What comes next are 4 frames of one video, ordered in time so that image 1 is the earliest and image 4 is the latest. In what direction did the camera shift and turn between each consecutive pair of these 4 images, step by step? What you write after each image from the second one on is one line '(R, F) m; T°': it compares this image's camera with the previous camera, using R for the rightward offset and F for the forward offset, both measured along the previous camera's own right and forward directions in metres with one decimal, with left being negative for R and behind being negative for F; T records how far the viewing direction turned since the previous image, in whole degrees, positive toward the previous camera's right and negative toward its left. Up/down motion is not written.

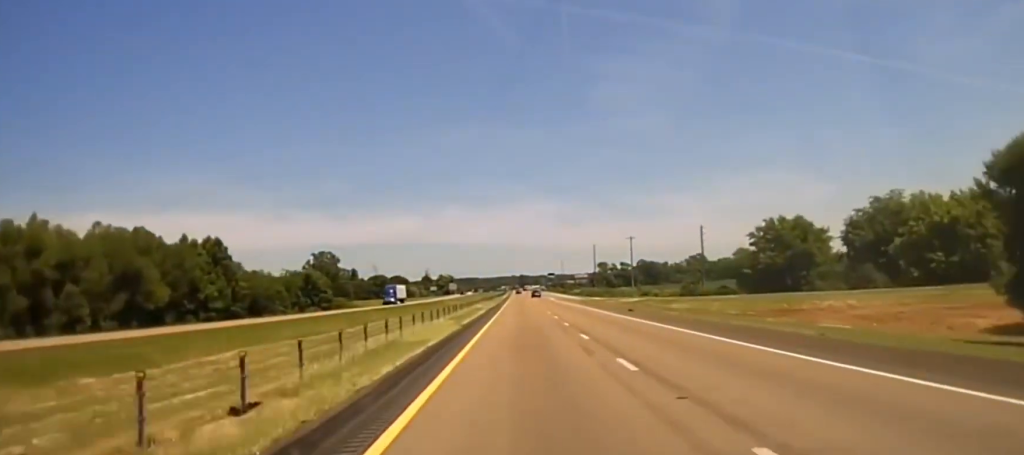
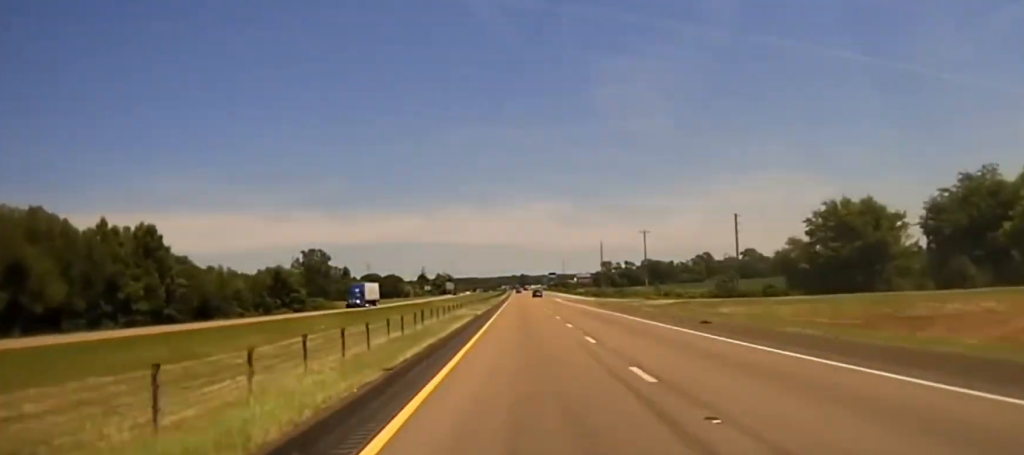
(-0.2, +24.7) m; 0°
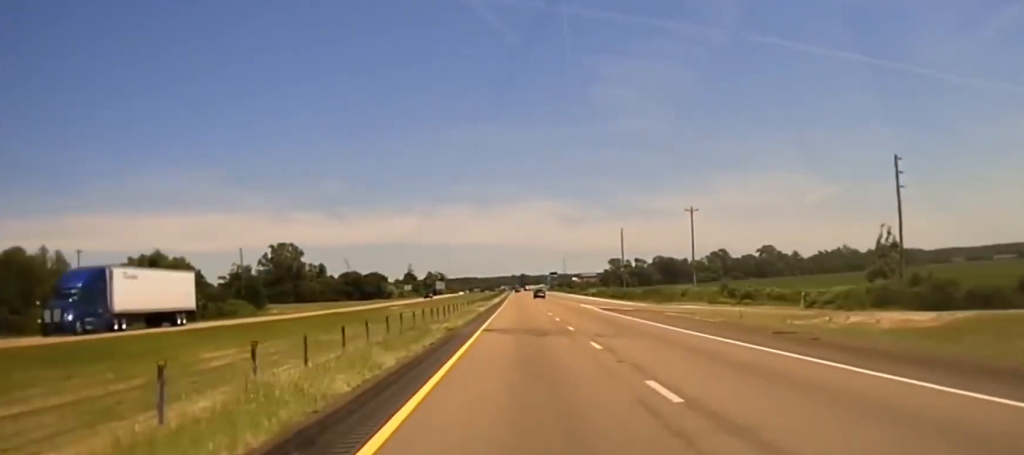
(+0.4, +62.8) m; 0°
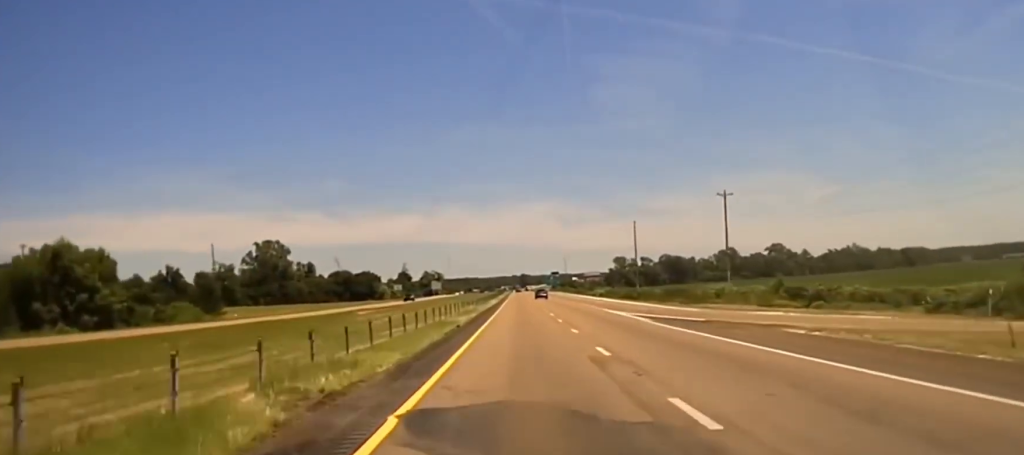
(-0.2, +26.6) m; 0°
